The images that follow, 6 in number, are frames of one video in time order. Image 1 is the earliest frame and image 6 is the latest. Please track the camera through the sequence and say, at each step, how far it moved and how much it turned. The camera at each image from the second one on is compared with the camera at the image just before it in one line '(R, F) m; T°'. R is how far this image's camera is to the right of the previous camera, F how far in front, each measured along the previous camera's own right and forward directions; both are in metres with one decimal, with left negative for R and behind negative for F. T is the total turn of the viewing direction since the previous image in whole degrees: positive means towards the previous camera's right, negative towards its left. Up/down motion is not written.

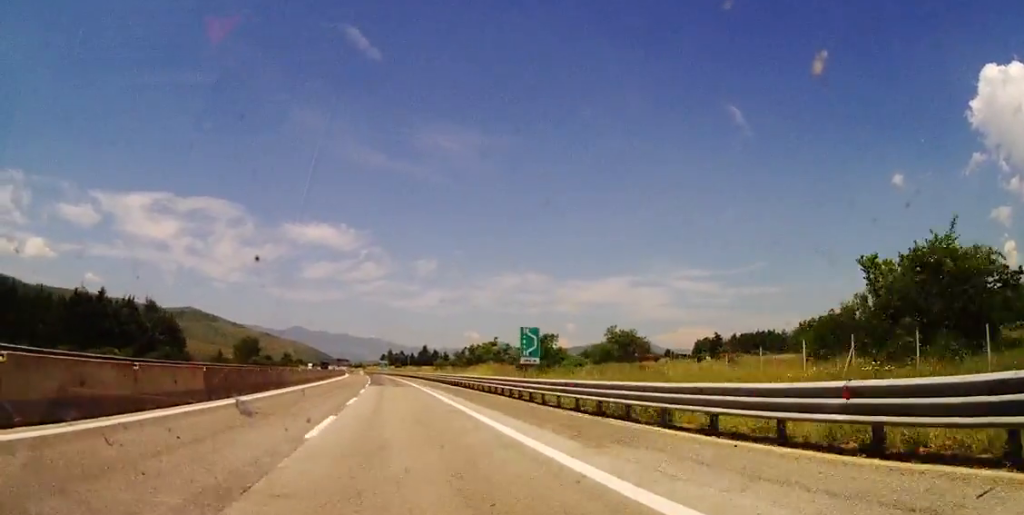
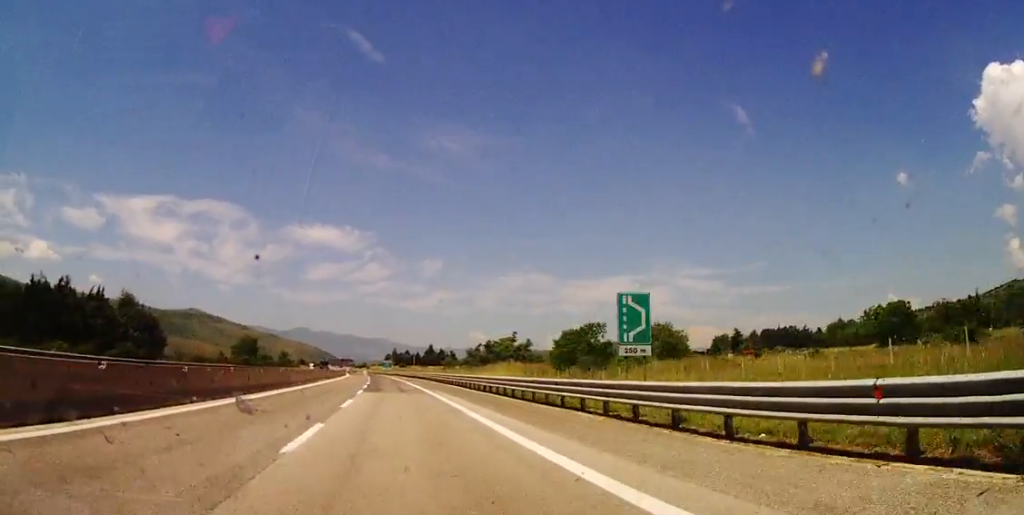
(-0.2, +14.1) m; 0°
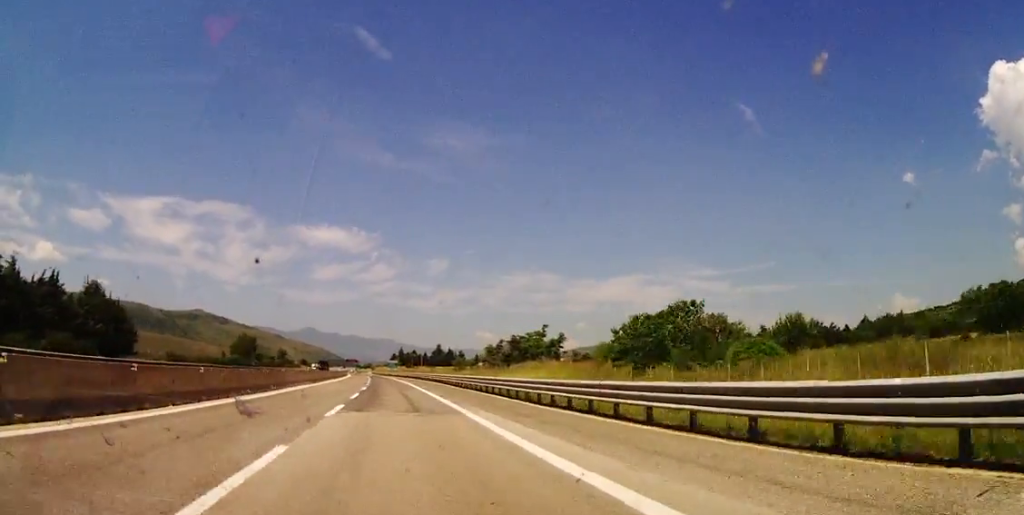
(-0.1, +16.4) m; 0°
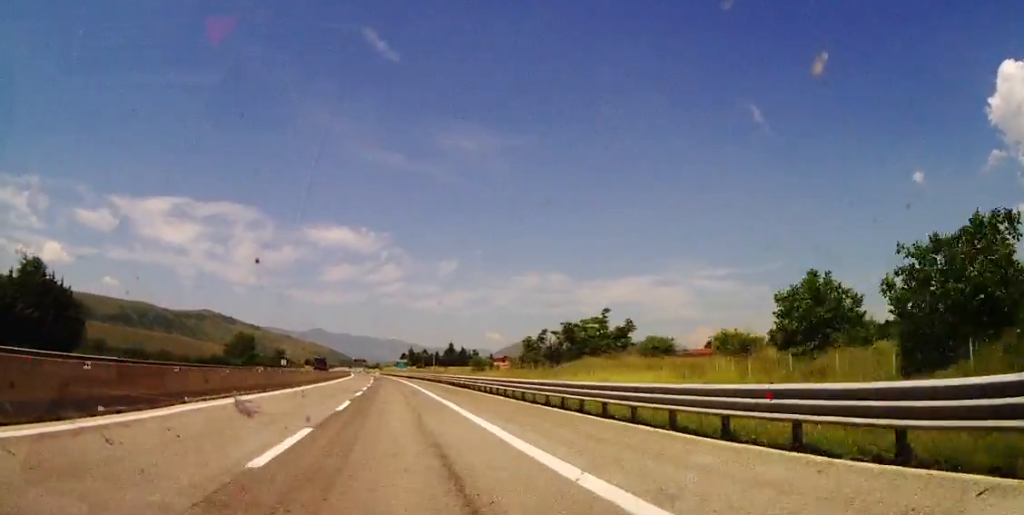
(0.0, +21.1) m; -1°
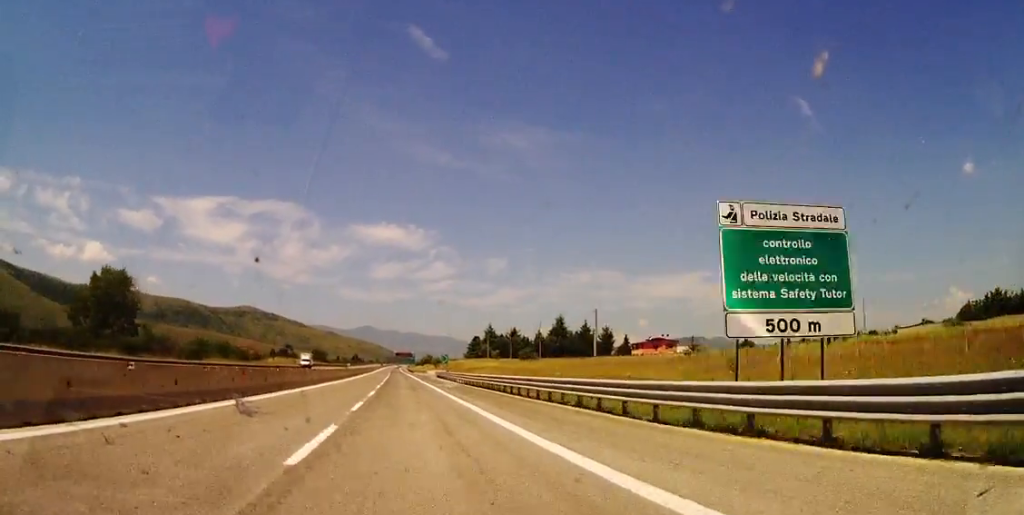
(-8.6, +166.4) m; -5°
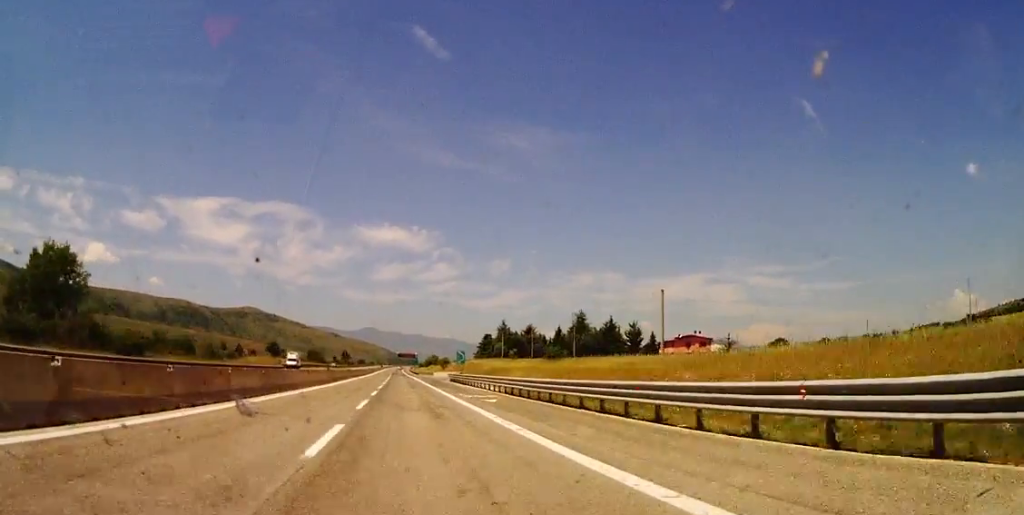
(-0.6, +22.6) m; -1°
